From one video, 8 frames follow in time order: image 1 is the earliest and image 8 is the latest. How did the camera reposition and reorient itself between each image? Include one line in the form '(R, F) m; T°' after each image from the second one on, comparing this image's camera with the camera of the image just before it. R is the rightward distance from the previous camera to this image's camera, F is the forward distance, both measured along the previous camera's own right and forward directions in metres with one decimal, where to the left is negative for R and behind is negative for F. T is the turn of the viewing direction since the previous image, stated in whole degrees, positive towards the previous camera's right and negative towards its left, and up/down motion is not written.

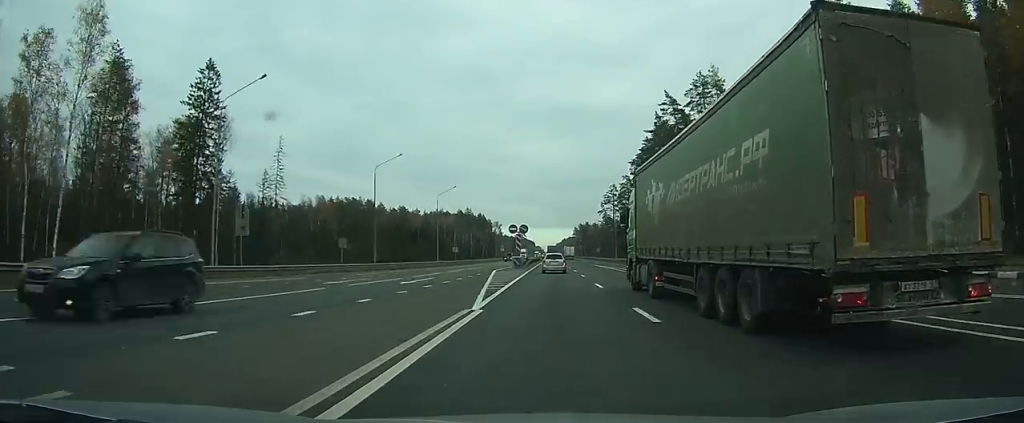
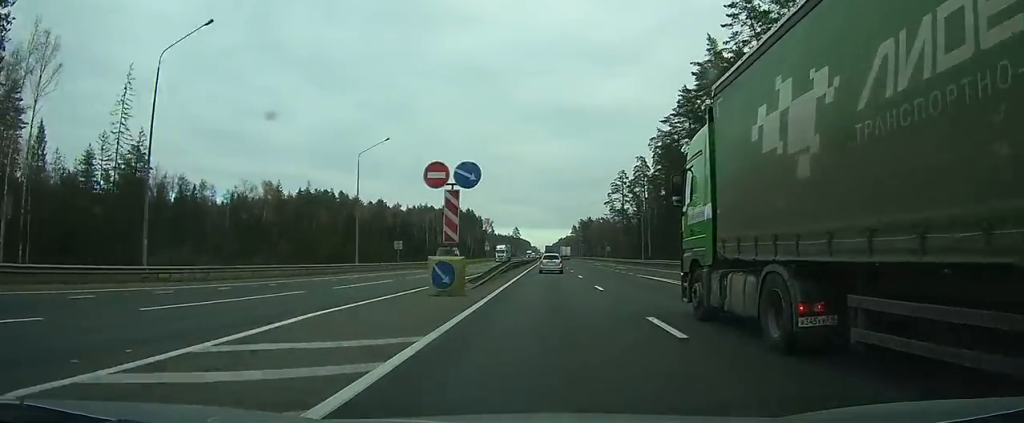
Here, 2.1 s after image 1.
(-0.1, +39.0) m; 0°
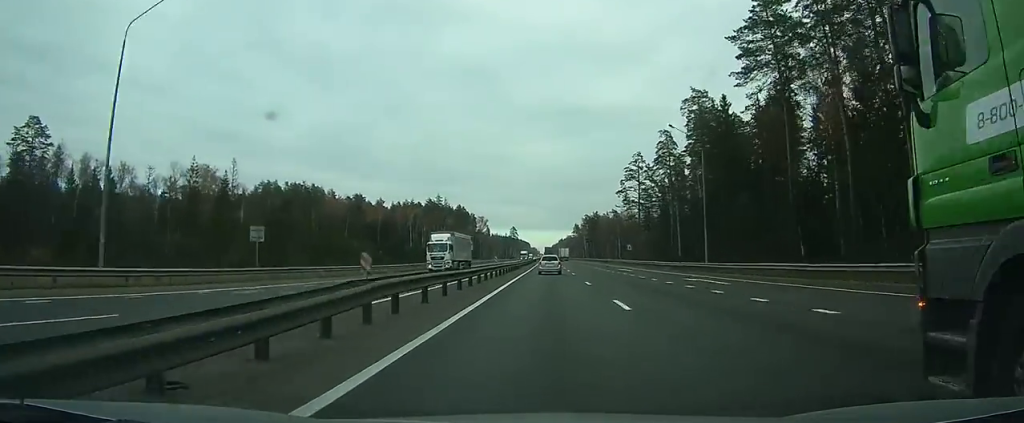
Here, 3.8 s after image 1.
(0.0, +33.5) m; 0°
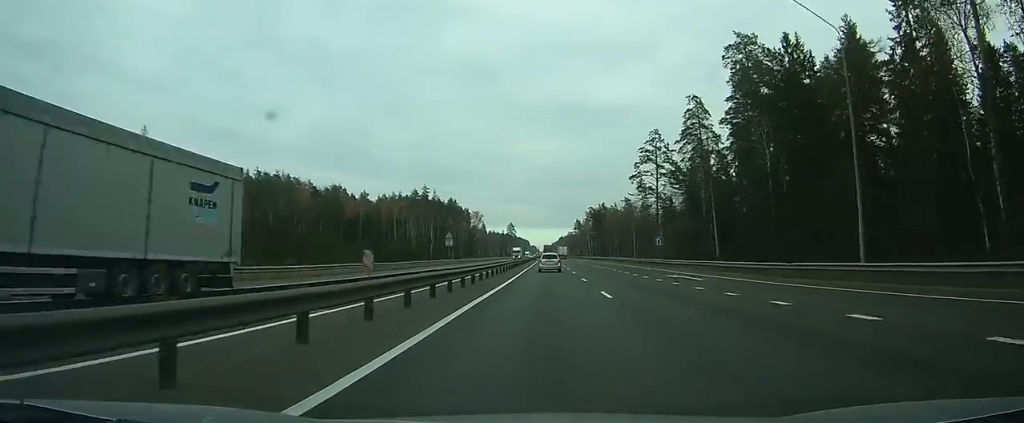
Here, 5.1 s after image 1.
(0.0, +24.8) m; 0°
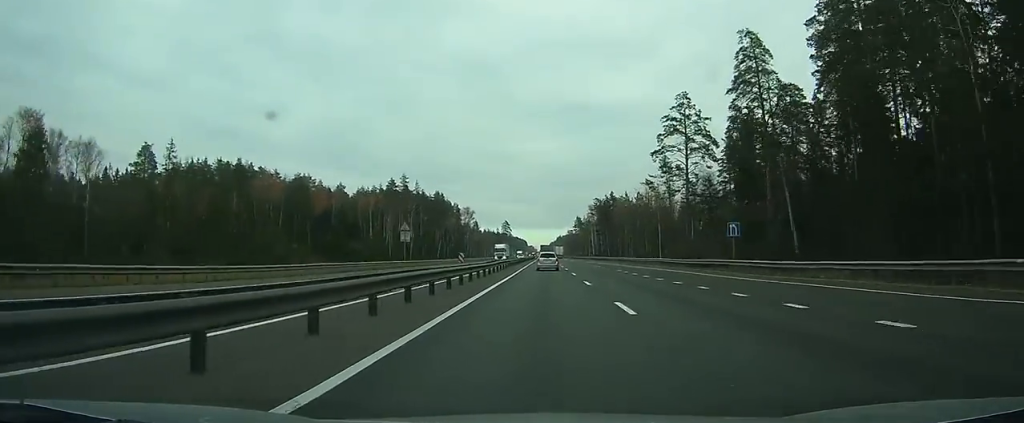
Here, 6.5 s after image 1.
(+0.1, +28.8) m; 0°
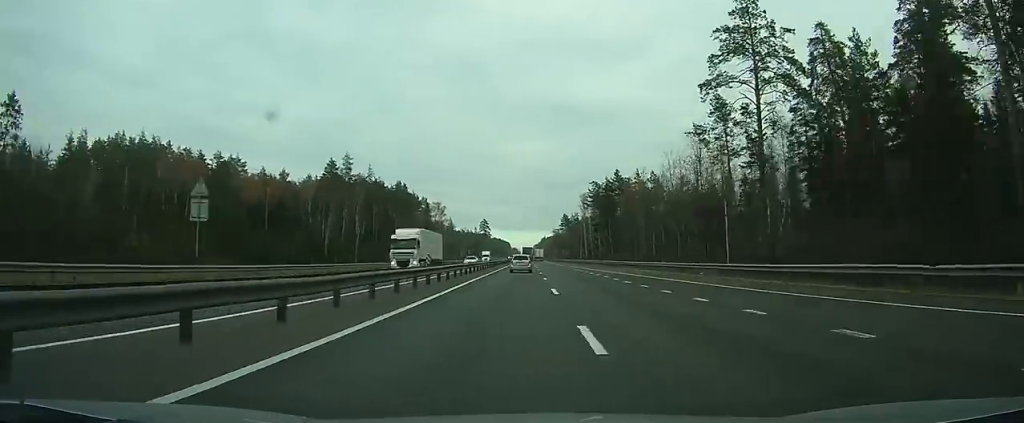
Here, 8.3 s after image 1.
(+0.1, +41.8) m; 0°
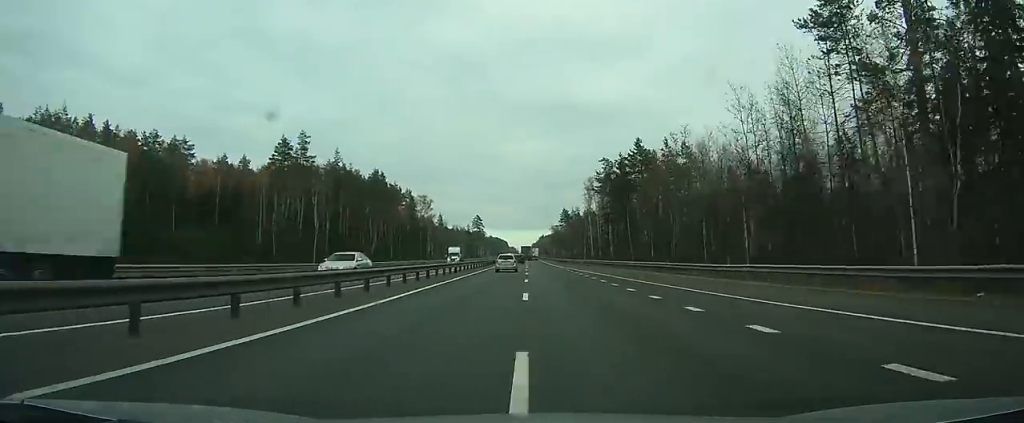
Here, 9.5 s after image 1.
(0.0, +28.1) m; 0°
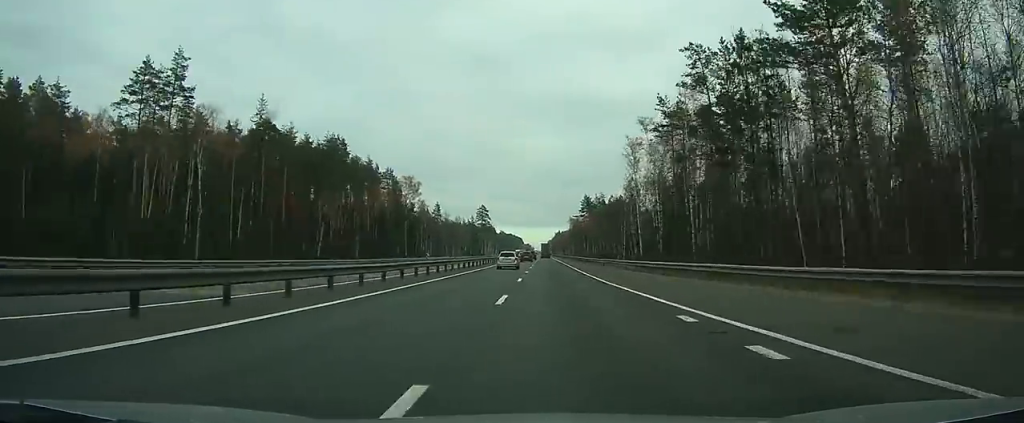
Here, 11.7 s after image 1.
(0.0, +51.6) m; 0°
